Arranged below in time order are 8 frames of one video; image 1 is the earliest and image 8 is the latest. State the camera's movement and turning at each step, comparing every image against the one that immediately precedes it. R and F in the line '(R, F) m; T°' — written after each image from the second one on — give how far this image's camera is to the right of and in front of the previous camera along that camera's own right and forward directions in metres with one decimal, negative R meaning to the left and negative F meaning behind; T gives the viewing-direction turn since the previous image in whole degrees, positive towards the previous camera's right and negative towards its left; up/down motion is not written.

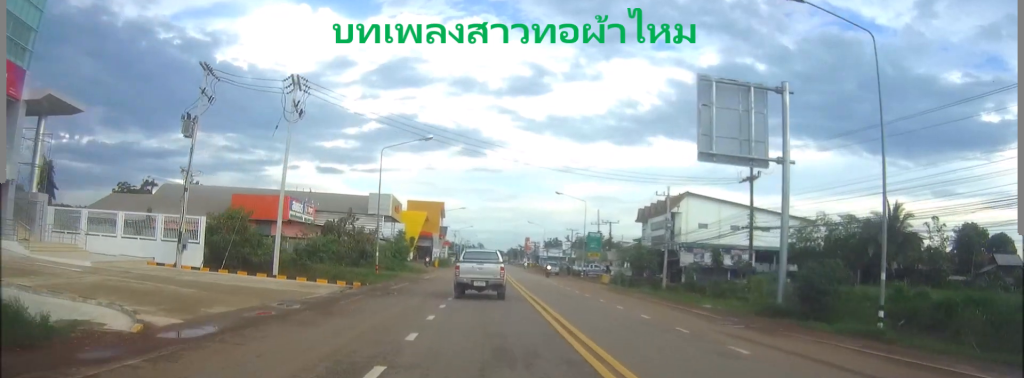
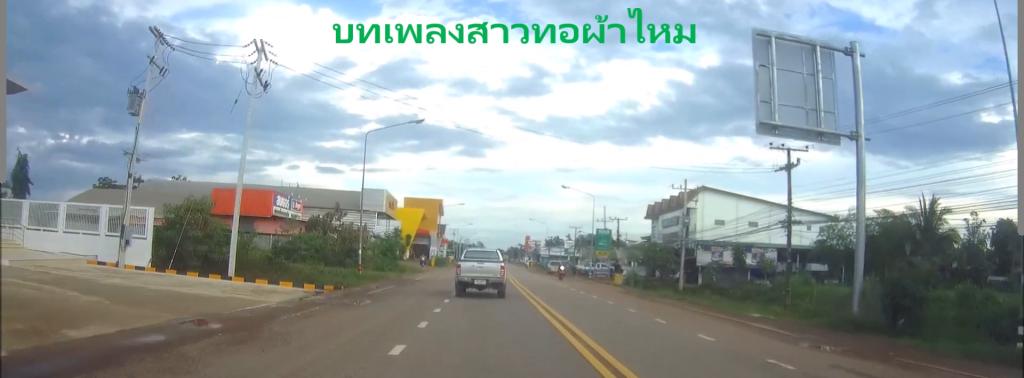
(0.0, +6.0) m; 0°
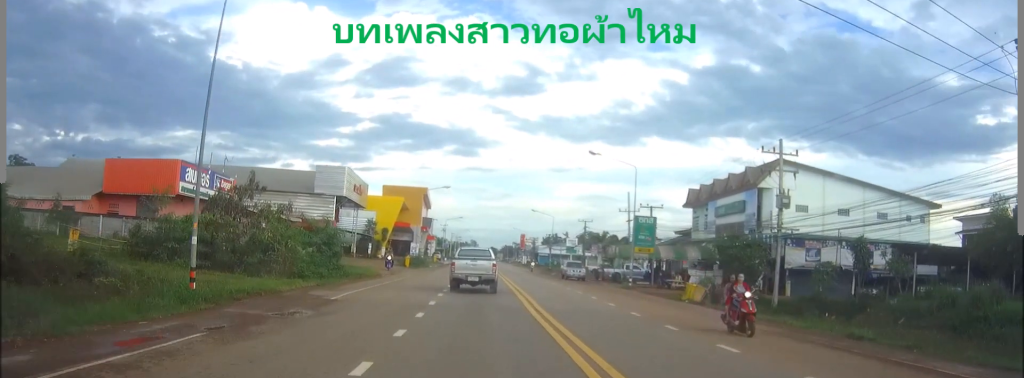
(-0.1, +22.0) m; 0°
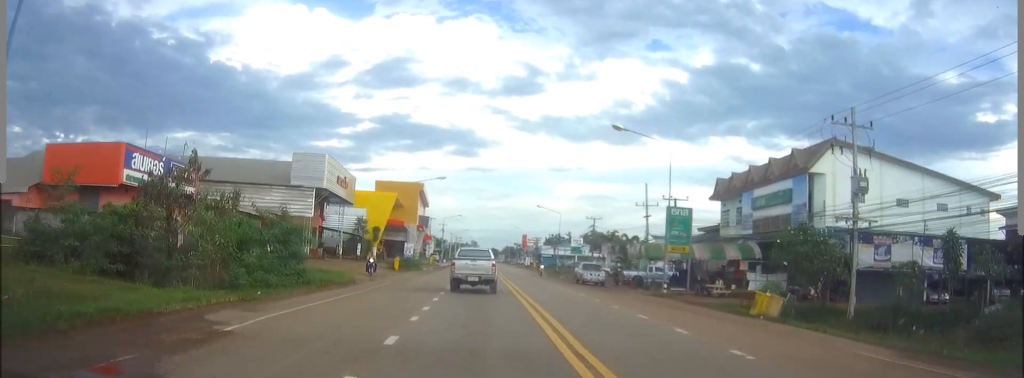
(0.0, +8.7) m; 0°
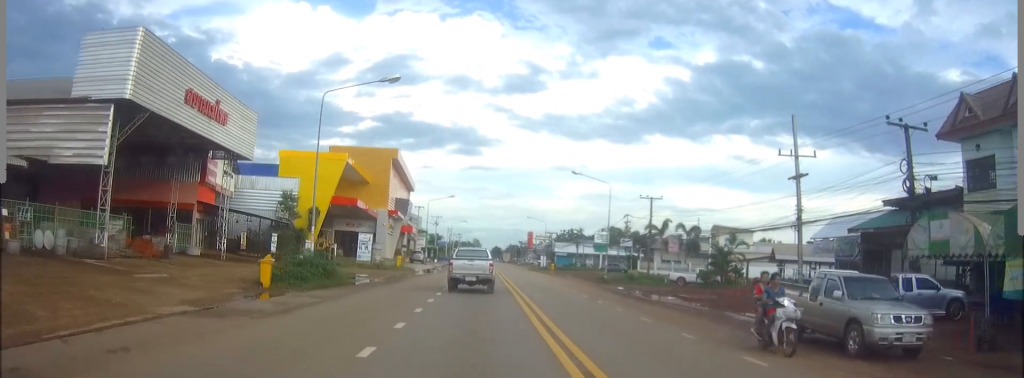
(+0.1, +36.6) m; 0°
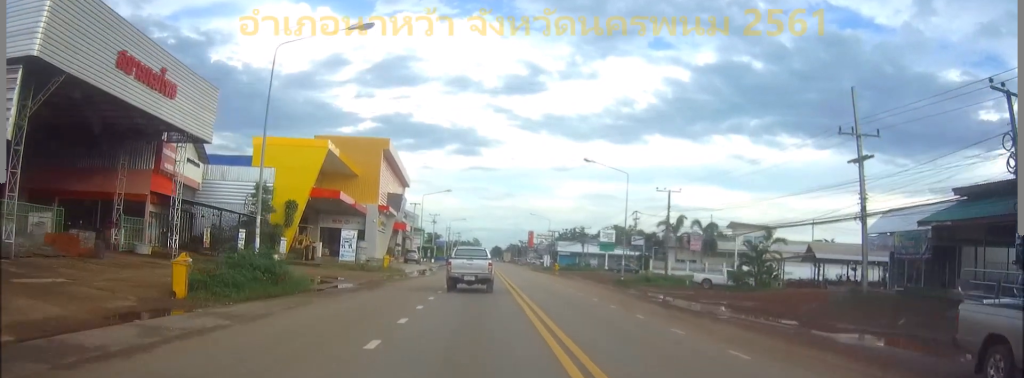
(-0.1, +7.5) m; 0°
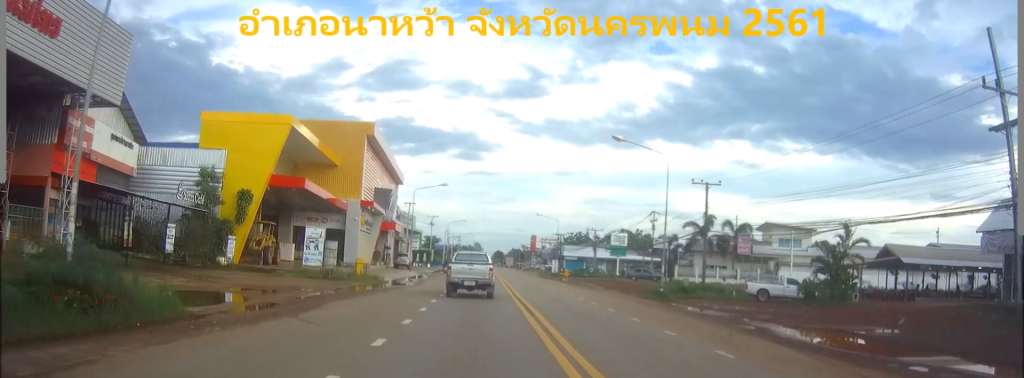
(0.0, +10.5) m; 0°
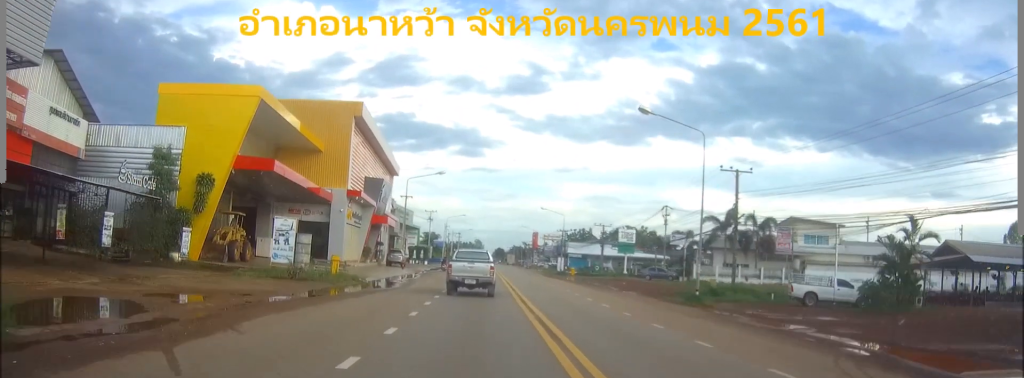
(0.0, +6.5) m; 0°
